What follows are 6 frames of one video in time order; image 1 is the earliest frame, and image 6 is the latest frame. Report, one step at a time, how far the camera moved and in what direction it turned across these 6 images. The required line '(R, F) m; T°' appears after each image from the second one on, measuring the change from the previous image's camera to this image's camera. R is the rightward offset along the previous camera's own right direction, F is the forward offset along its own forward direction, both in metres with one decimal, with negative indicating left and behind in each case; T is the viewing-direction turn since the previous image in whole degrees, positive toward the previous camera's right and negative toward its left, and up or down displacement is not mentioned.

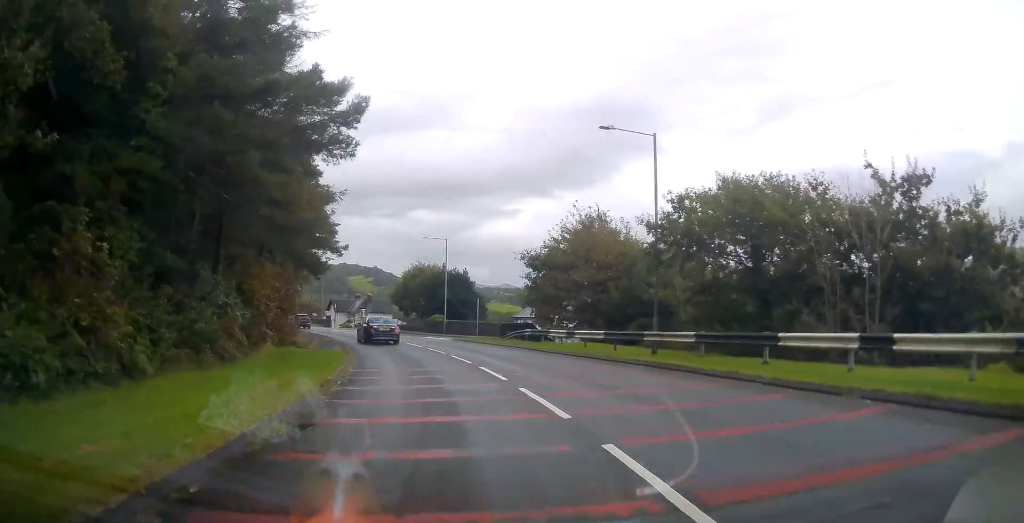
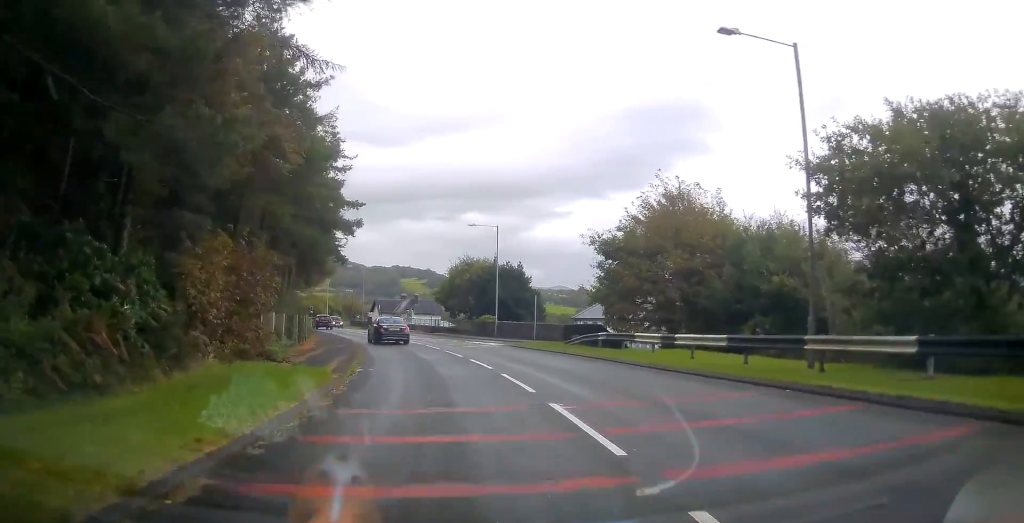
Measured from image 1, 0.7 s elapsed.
(-0.8, +8.1) m; -6°
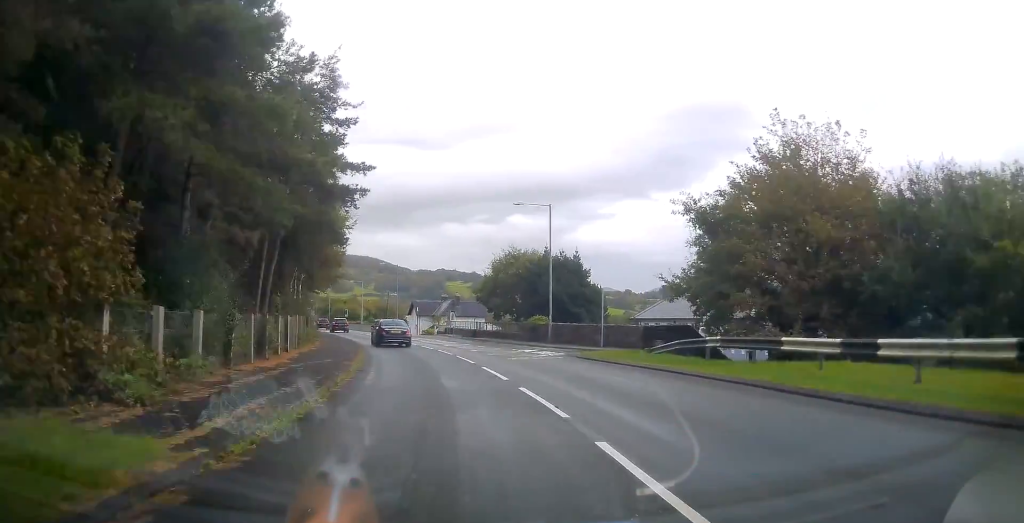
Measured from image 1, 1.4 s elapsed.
(-0.4, +9.0) m; -5°
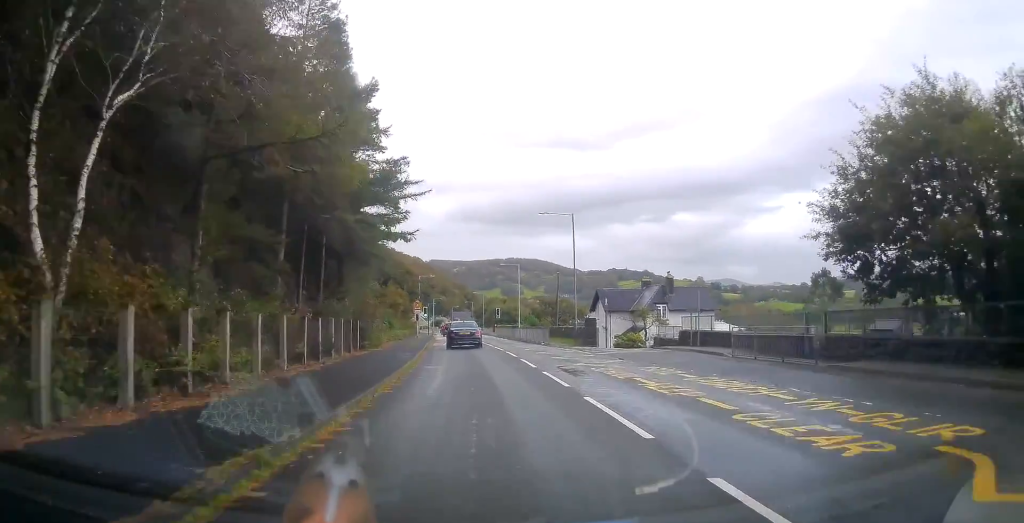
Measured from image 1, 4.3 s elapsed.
(-5.4, +36.4) m; -16°
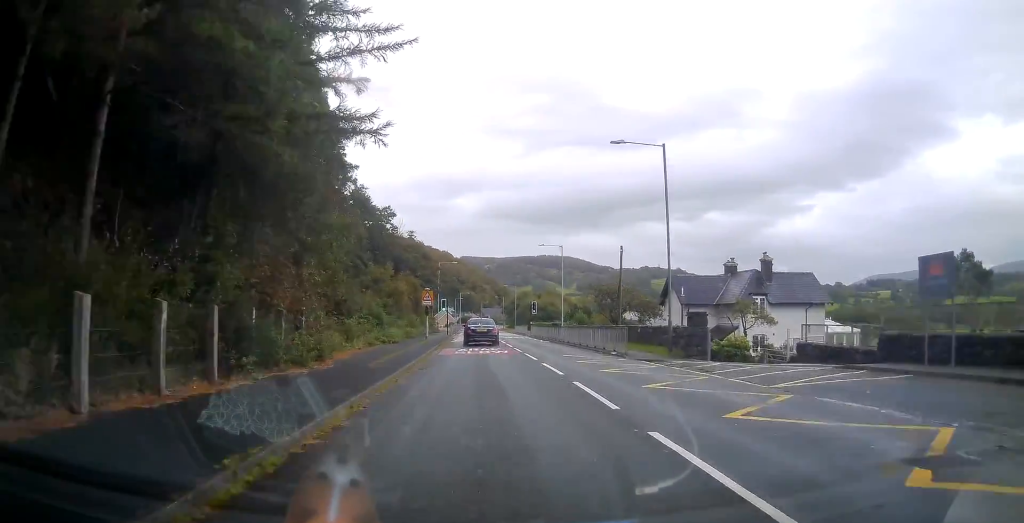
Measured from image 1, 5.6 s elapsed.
(-0.7, +15.4) m; -3°
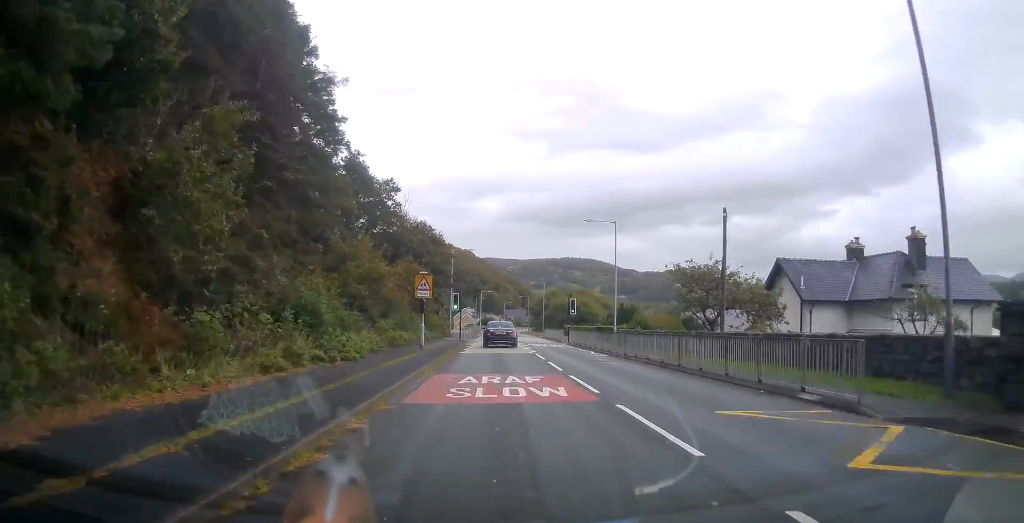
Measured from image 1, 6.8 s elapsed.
(+0.1, +14.7) m; 0°
